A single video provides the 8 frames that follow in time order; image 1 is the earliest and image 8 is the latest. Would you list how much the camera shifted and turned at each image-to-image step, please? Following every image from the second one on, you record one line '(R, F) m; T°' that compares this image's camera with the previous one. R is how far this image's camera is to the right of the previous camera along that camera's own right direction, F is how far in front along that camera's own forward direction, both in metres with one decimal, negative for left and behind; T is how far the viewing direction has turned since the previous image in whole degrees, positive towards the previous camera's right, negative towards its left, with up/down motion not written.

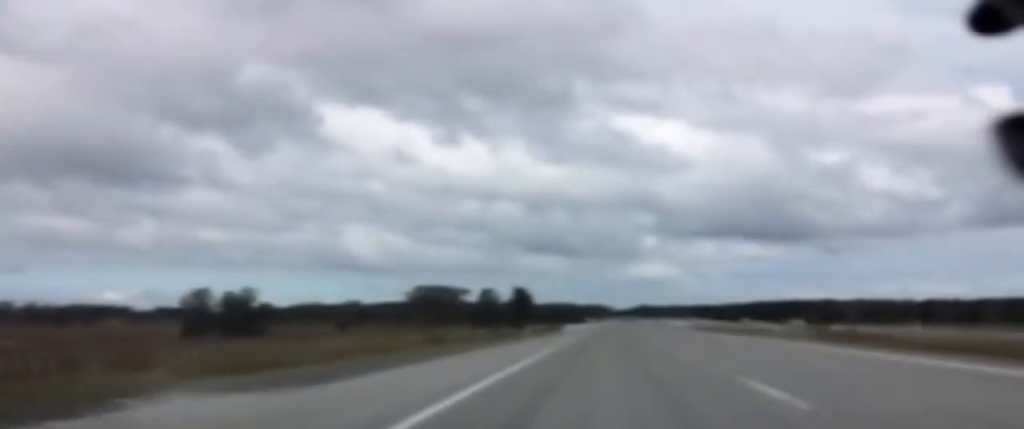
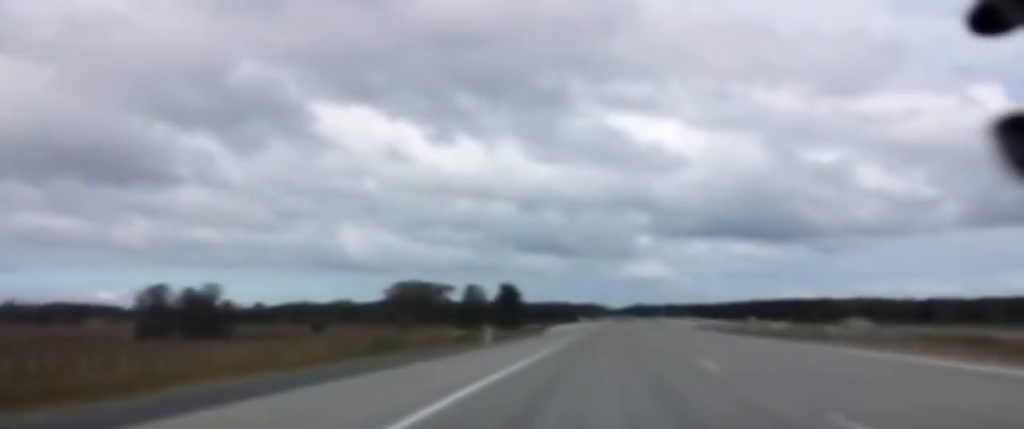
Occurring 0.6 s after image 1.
(0.0, +17.2) m; 0°
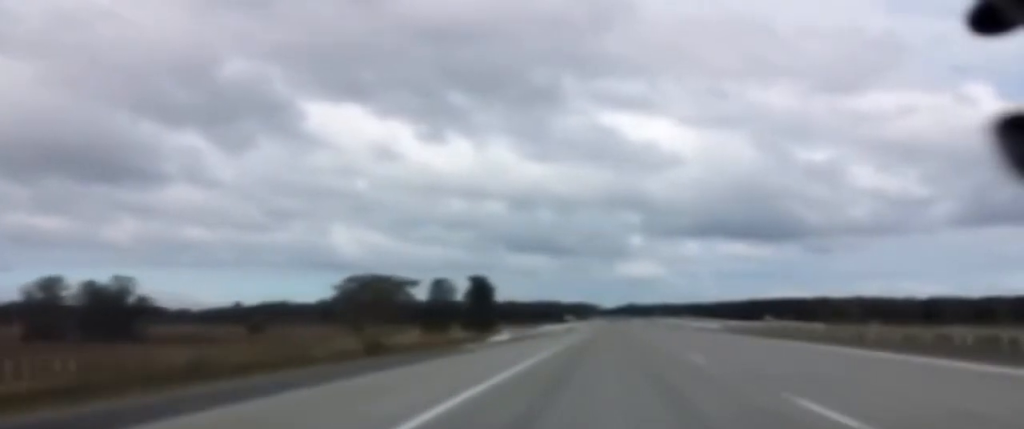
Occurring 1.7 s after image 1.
(+0.3, +33.5) m; +1°
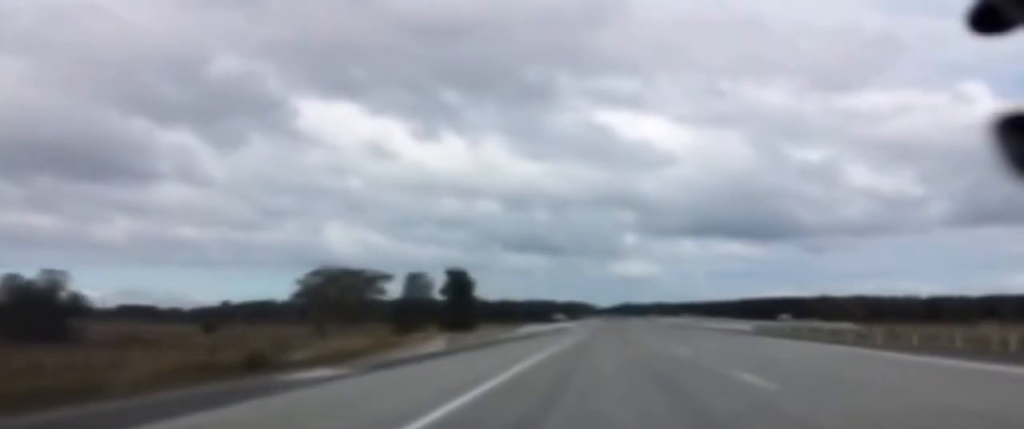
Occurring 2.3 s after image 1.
(+0.1, +19.3) m; 0°
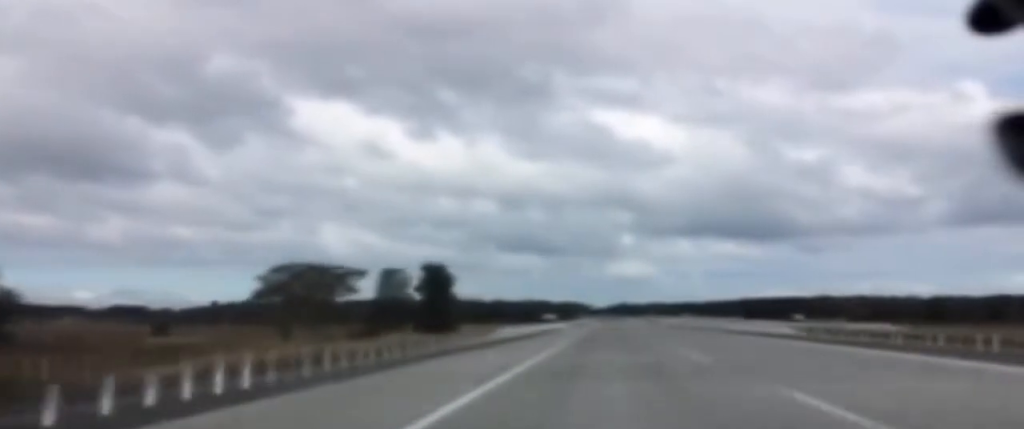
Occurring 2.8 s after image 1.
(+0.2, +16.2) m; 0°
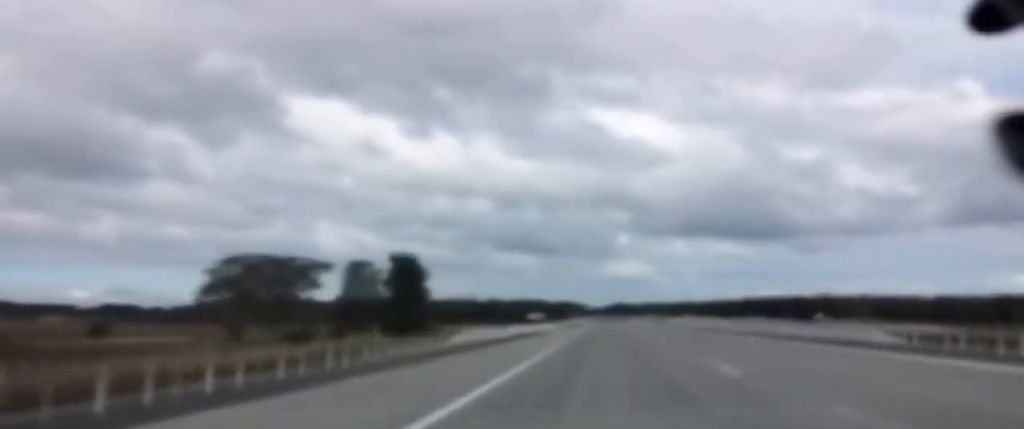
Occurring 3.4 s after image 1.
(0.0, +17.2) m; 0°
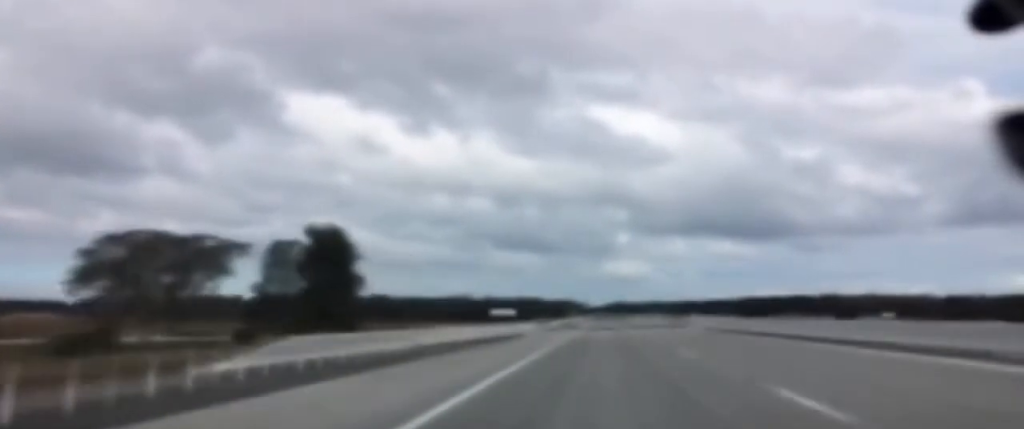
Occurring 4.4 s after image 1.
(-0.1, +30.3) m; 0°
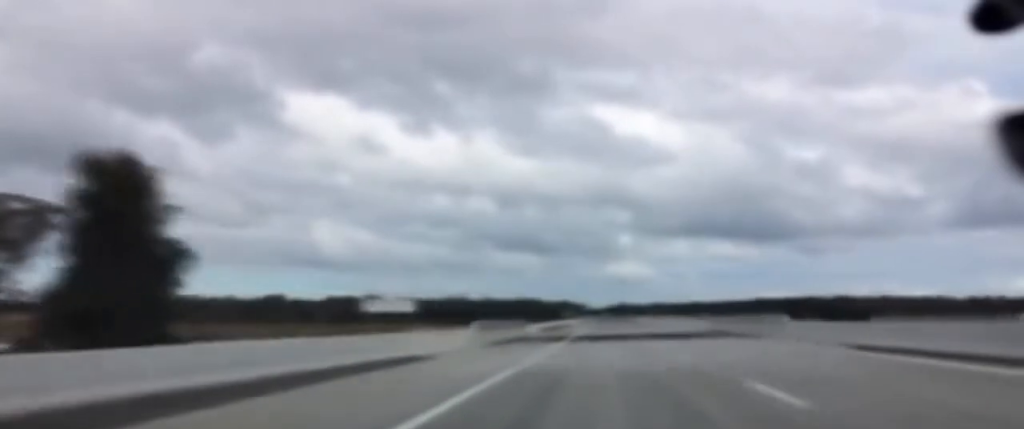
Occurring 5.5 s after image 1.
(+0.1, +34.4) m; 0°
